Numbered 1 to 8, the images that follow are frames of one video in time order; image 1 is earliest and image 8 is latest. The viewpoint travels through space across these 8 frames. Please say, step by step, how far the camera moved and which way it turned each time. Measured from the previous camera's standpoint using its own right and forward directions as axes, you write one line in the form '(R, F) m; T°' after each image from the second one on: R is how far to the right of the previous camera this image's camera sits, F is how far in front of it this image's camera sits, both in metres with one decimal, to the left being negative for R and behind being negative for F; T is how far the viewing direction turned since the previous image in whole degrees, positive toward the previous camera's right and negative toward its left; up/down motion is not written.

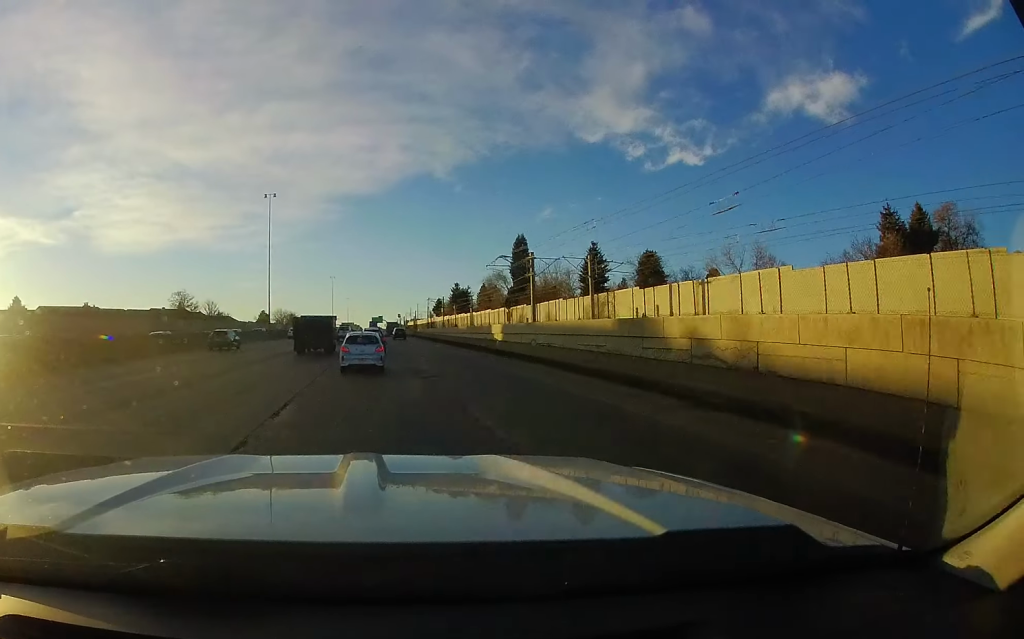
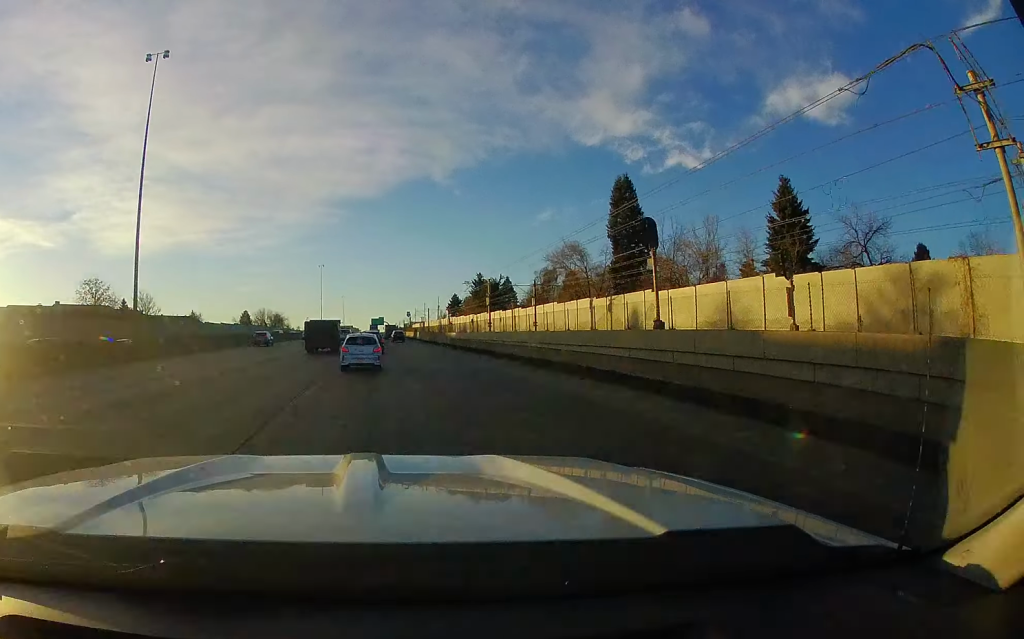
(+0.3, +43.9) m; +1°
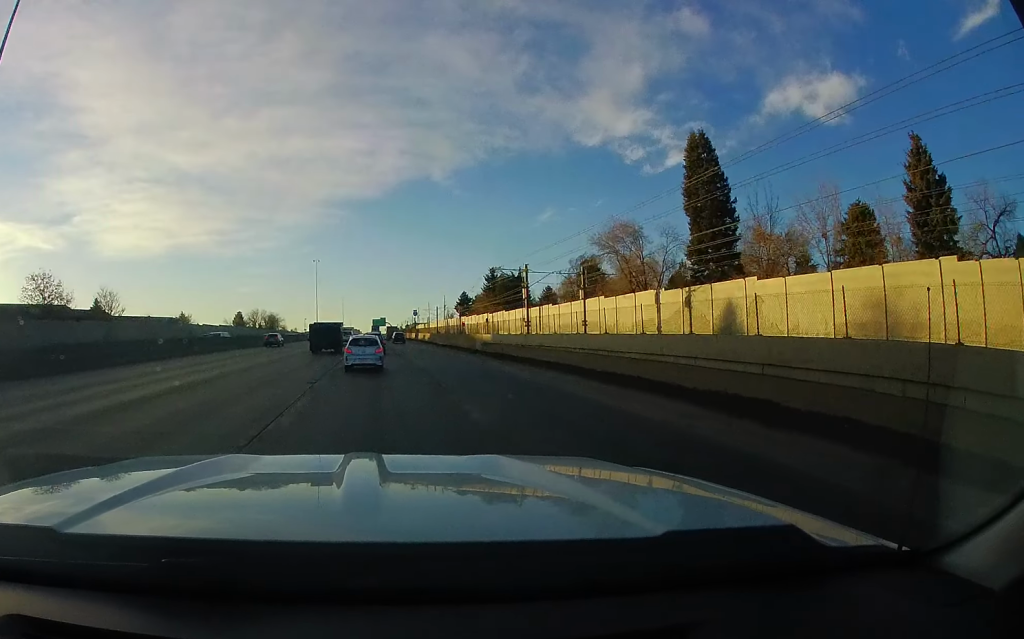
(0.0, +16.2) m; 0°
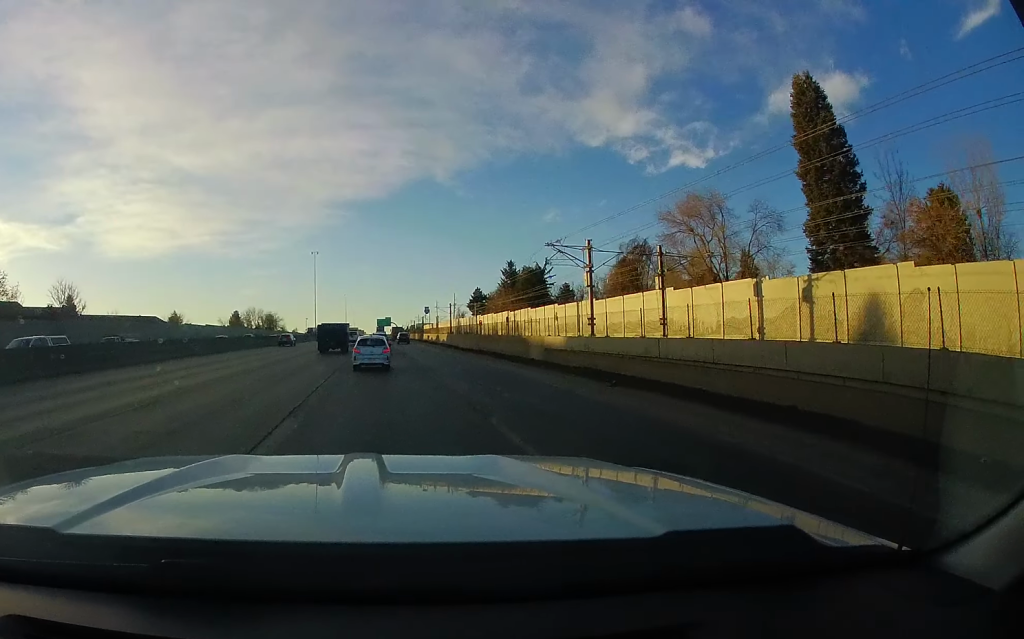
(+0.3, +14.8) m; -1°
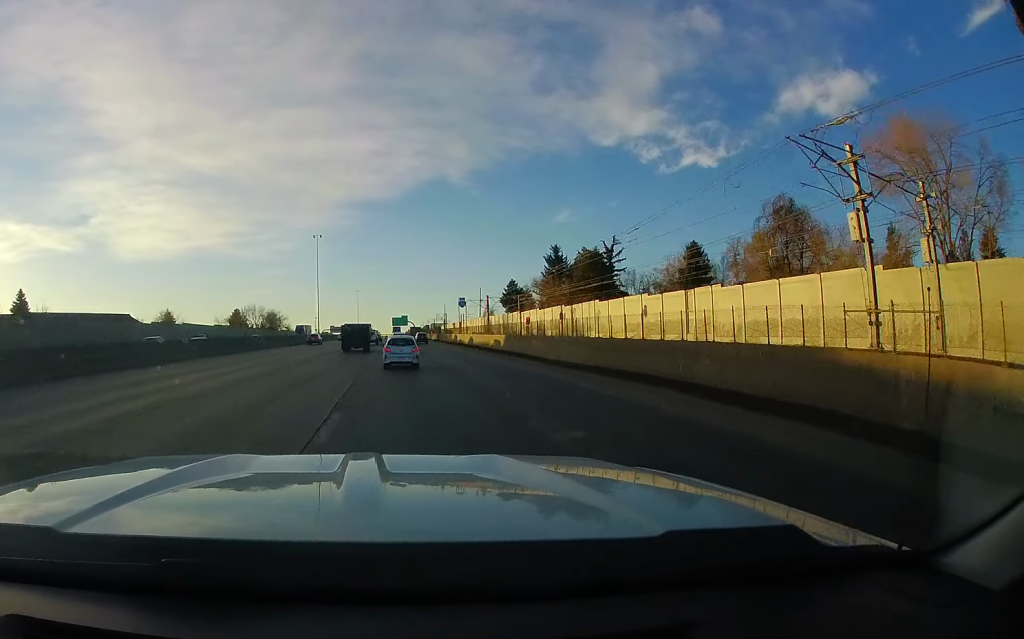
(-0.5, +23.9) m; -2°
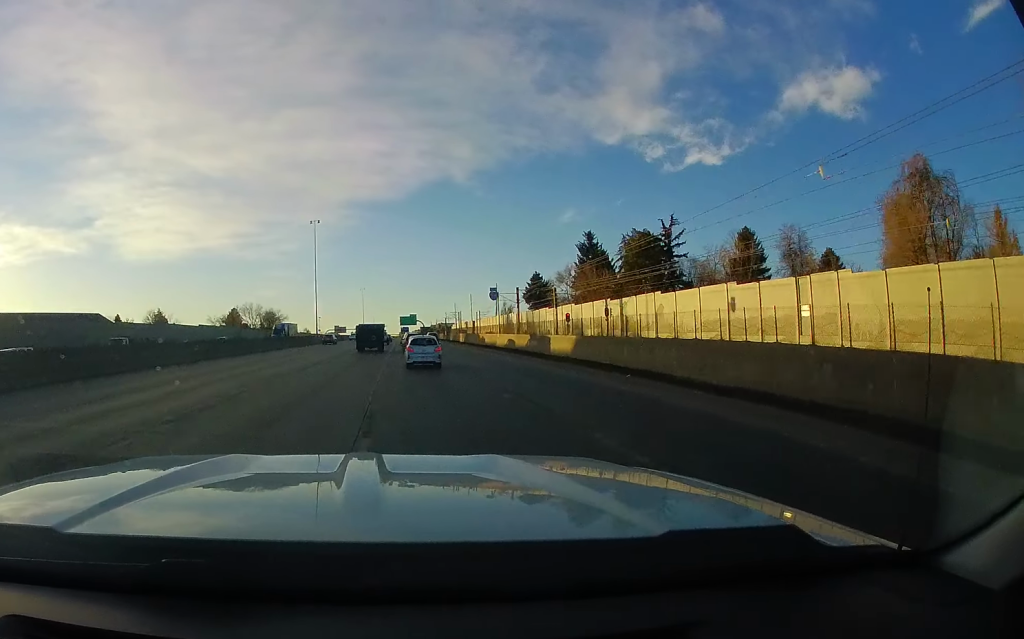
(-0.2, +14.9) m; -1°
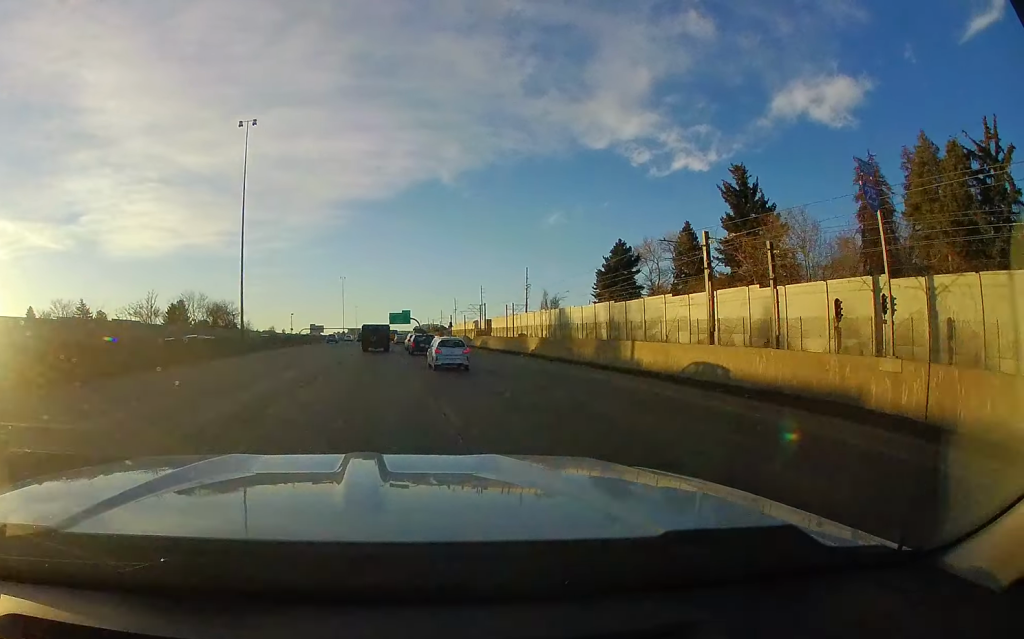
(+0.4, +45.8) m; +2°
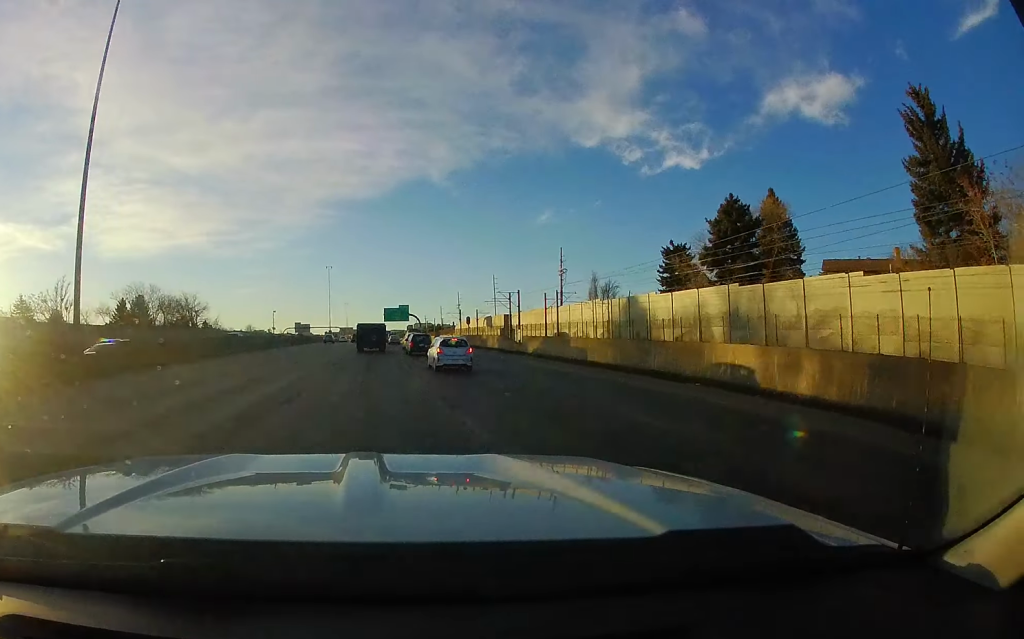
(+0.2, +26.5) m; +1°
